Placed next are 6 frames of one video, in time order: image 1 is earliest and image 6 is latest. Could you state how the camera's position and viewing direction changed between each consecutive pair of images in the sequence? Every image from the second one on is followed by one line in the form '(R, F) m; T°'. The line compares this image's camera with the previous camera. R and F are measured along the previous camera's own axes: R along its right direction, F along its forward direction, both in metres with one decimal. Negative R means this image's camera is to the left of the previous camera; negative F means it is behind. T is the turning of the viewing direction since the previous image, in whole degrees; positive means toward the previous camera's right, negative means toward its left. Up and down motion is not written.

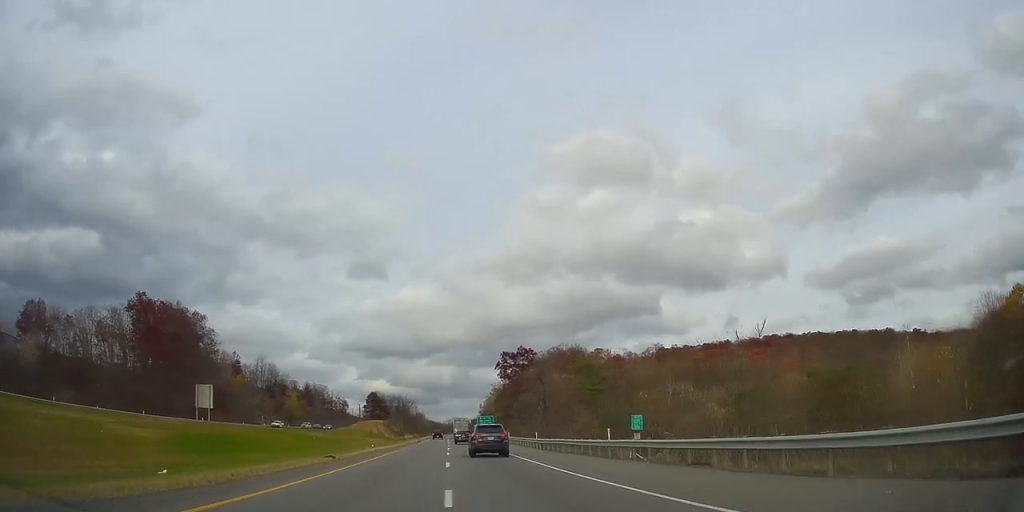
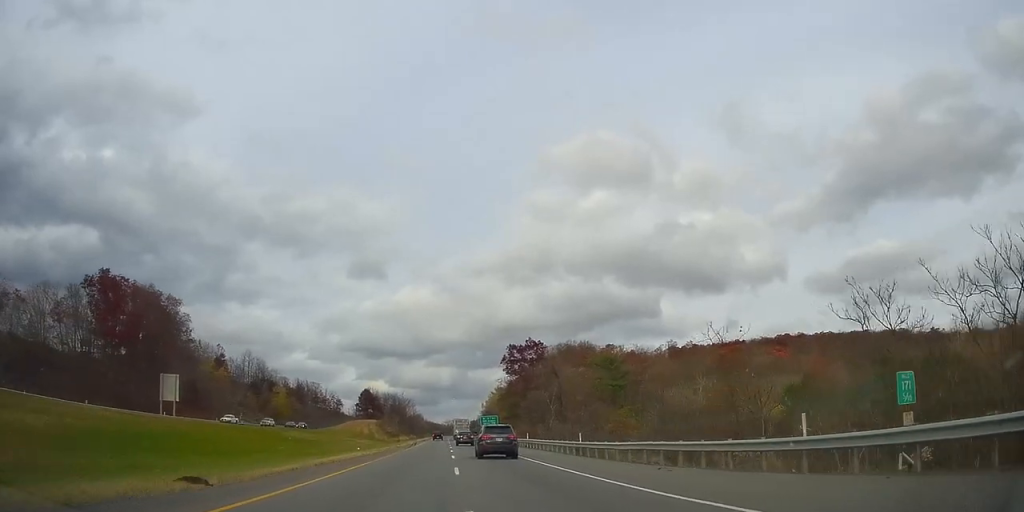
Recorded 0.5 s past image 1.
(0.0, +15.8) m; 0°
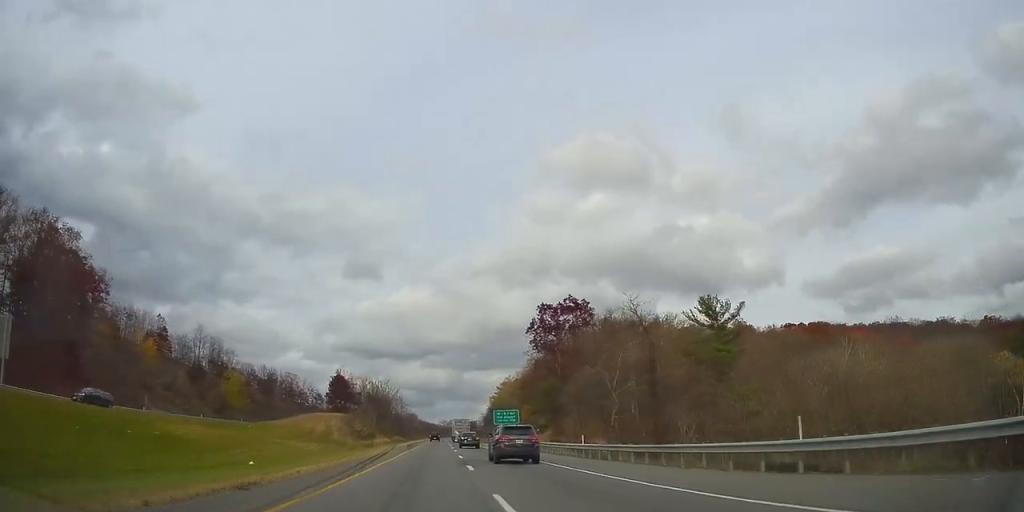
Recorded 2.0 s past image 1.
(+0.3, +44.5) m; 0°
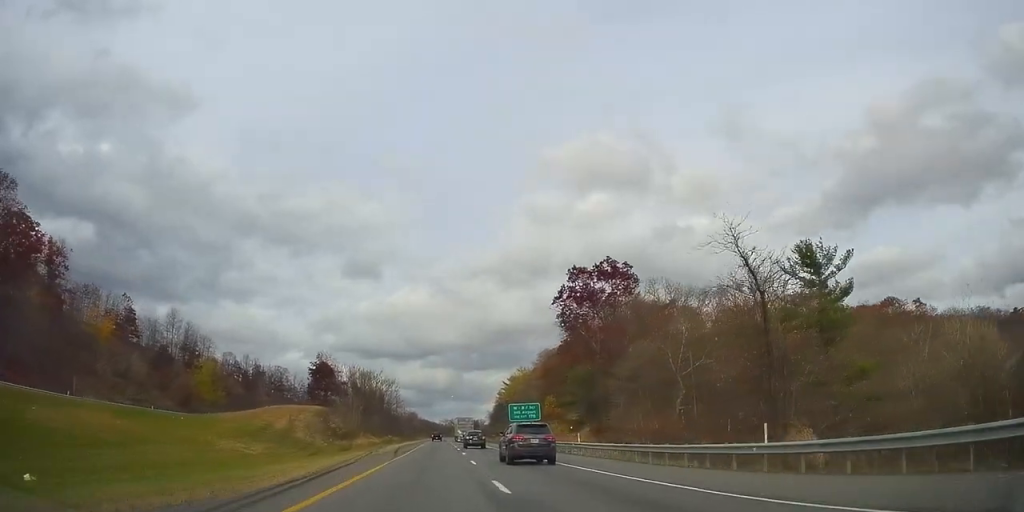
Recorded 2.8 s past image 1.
(0.0, +20.5) m; 0°
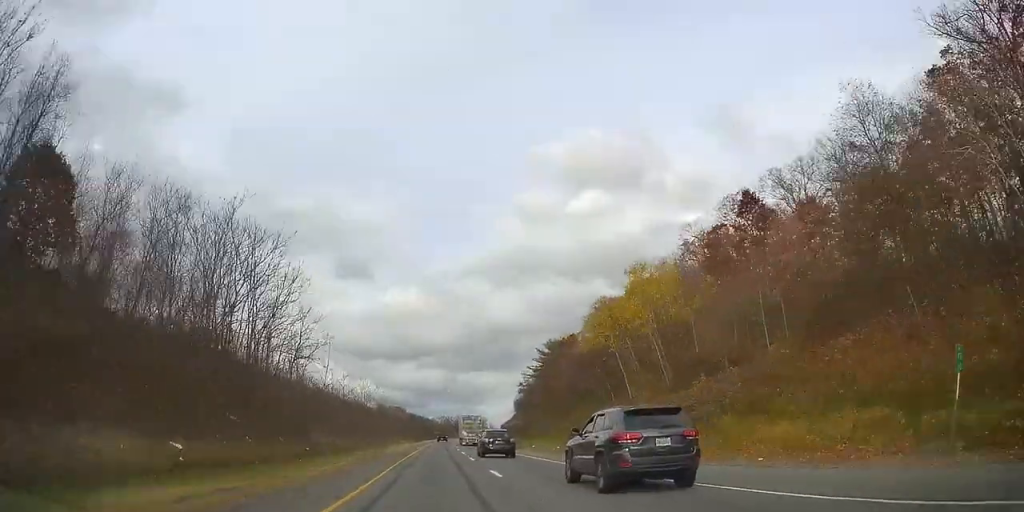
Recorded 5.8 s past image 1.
(+0.3, +88.8) m; 0°
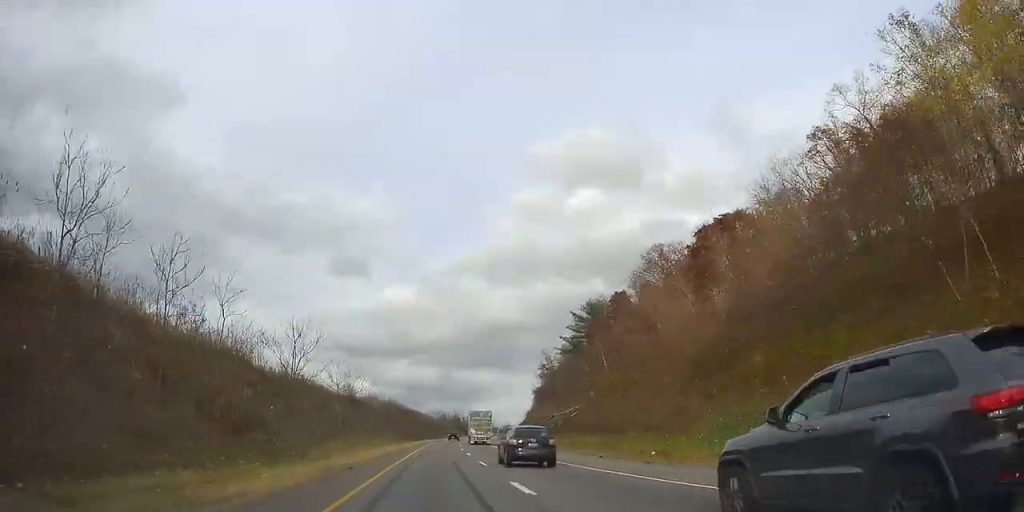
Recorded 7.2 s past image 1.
(+0.4, +41.3) m; 0°
